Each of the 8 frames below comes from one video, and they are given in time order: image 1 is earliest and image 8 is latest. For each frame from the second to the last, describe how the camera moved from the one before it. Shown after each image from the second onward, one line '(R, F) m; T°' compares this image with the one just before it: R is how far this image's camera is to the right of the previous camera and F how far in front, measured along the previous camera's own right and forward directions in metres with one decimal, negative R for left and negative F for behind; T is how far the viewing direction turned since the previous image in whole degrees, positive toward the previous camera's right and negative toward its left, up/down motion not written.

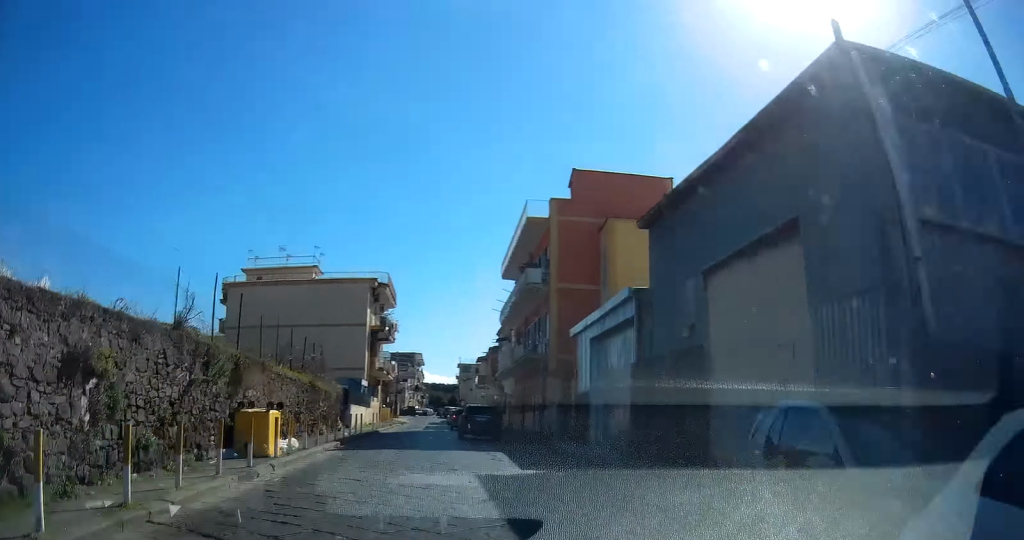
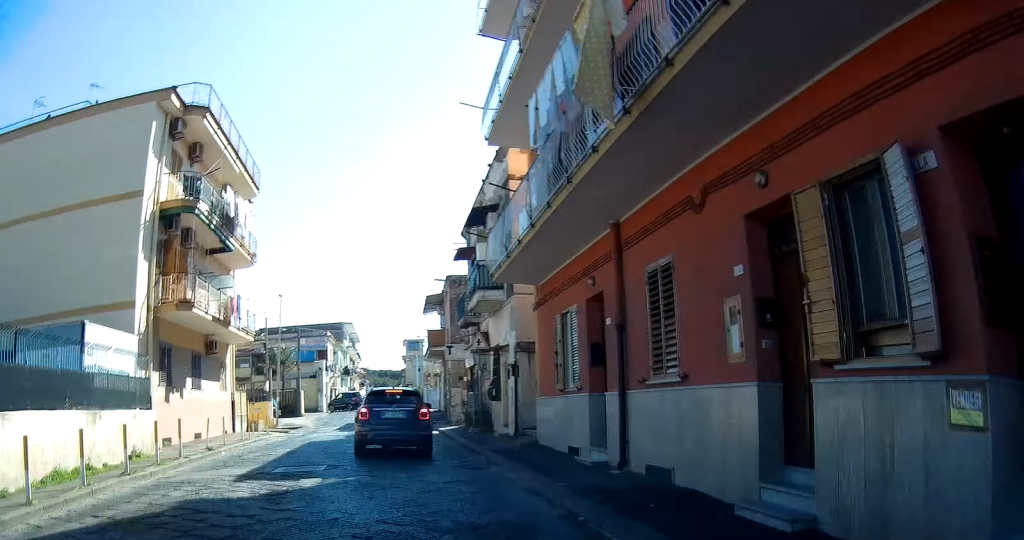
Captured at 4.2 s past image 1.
(+0.6, +23.0) m; +2°
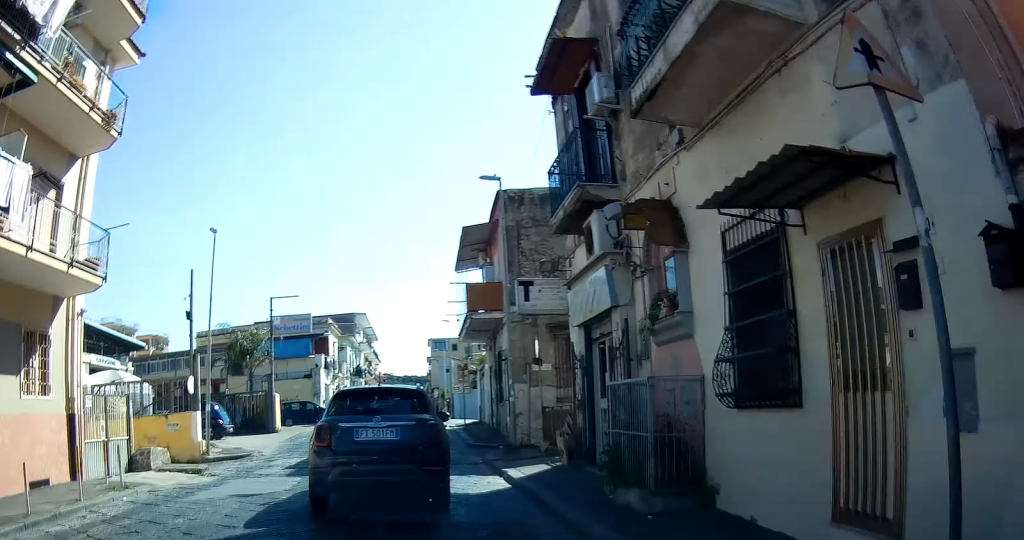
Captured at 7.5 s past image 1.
(+0.5, +15.2) m; +1°
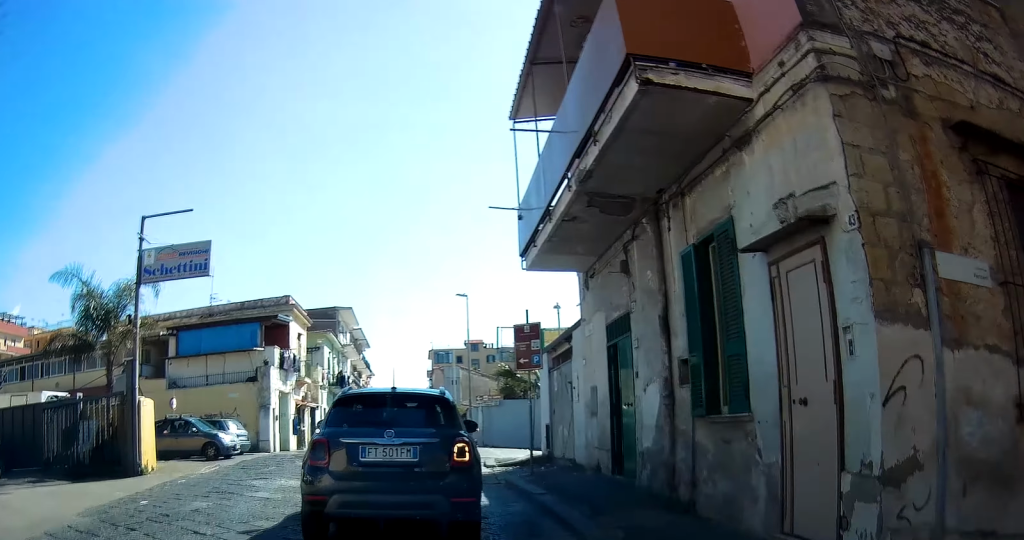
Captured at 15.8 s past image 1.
(+1.0, +21.8) m; +9°
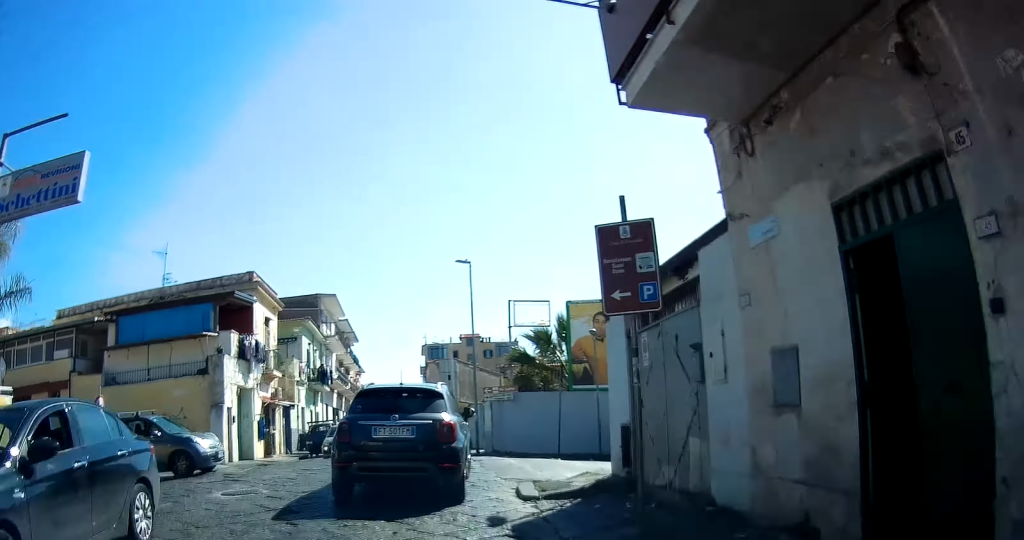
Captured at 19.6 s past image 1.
(-0.2, +6.2) m; -7°
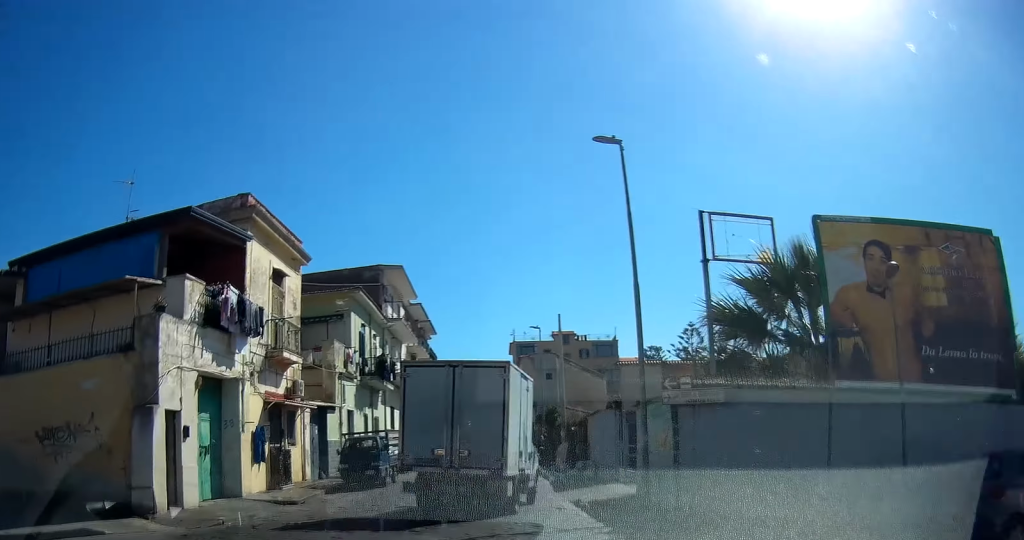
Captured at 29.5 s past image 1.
(-10.2, +16.2) m; -68°
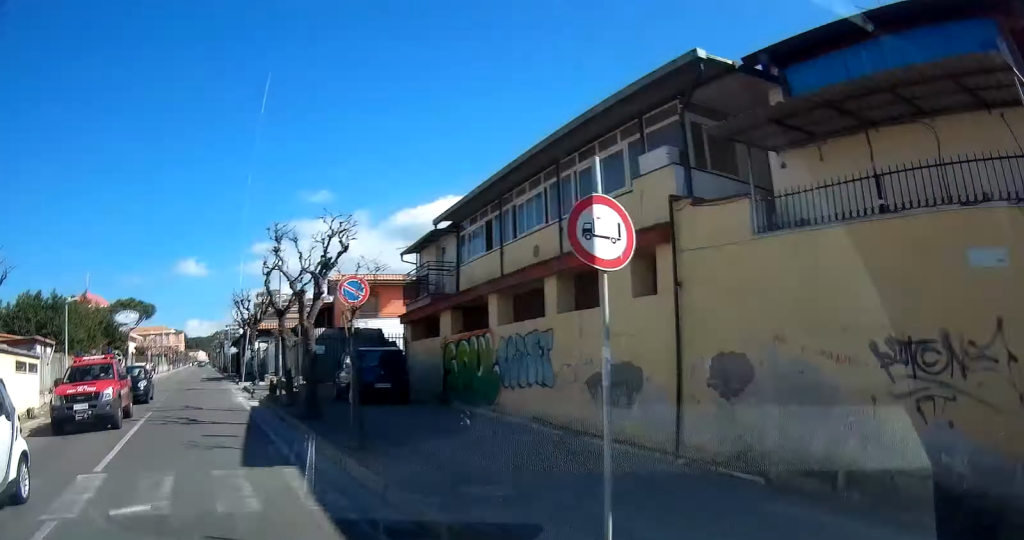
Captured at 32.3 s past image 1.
(-2.3, +12.5) m; -11°
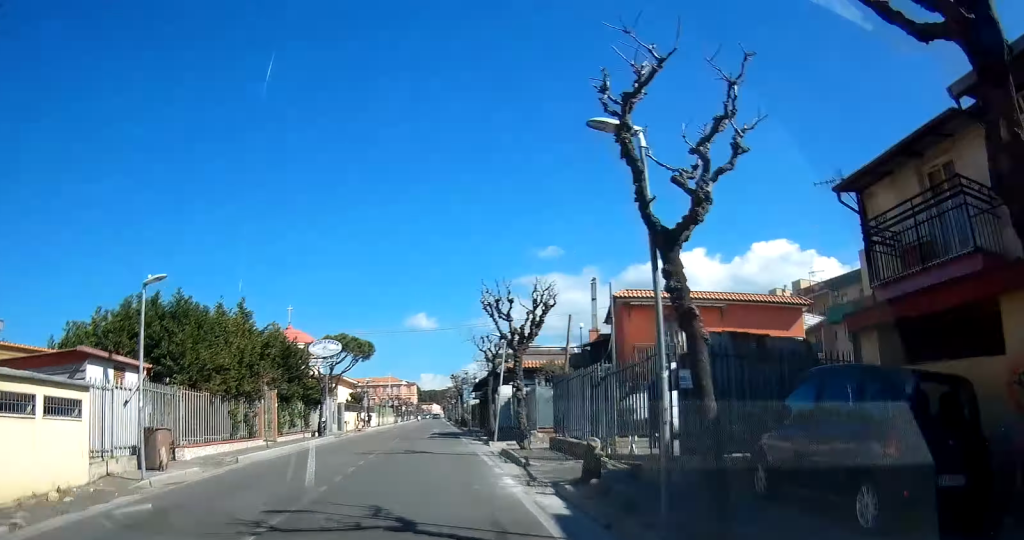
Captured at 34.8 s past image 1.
(-0.9, +13.8) m; -7°
